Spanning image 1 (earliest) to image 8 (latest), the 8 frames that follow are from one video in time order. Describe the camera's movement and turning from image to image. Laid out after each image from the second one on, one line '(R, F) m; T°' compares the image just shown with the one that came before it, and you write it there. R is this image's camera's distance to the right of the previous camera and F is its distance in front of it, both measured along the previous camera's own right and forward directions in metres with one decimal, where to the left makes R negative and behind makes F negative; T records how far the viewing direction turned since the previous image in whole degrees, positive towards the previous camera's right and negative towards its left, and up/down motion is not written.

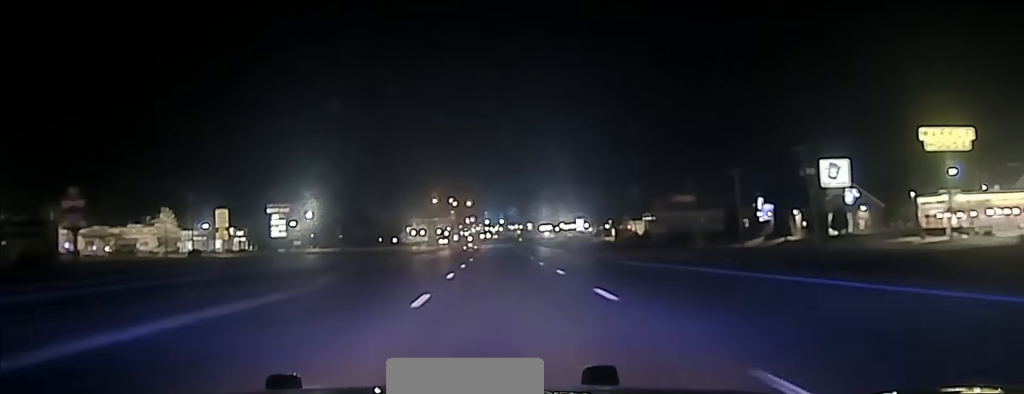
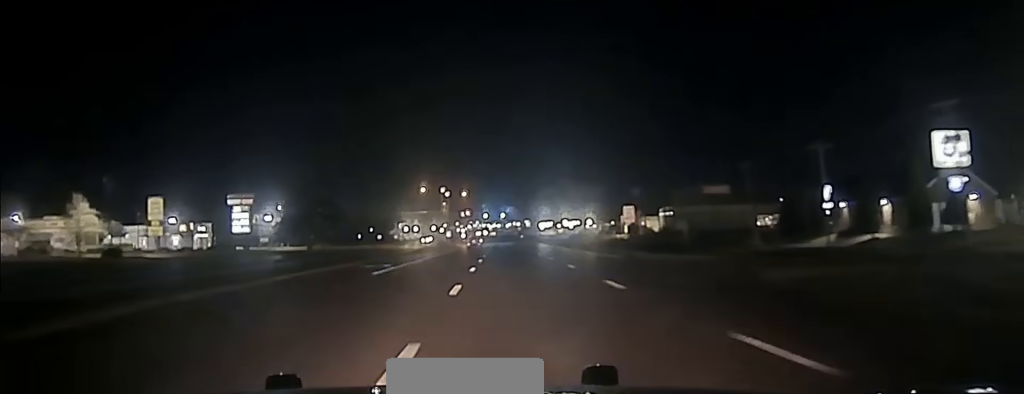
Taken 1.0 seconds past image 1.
(0.0, +33.7) m; 0°
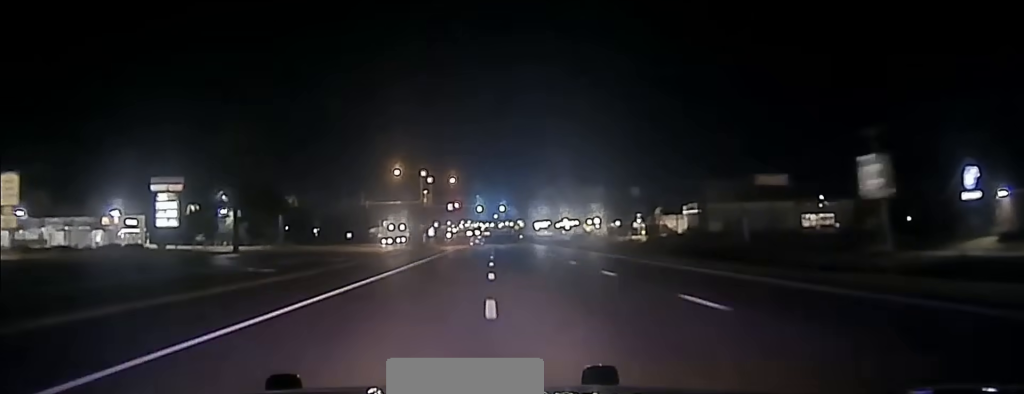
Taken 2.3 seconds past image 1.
(+0.2, +43.1) m; 0°
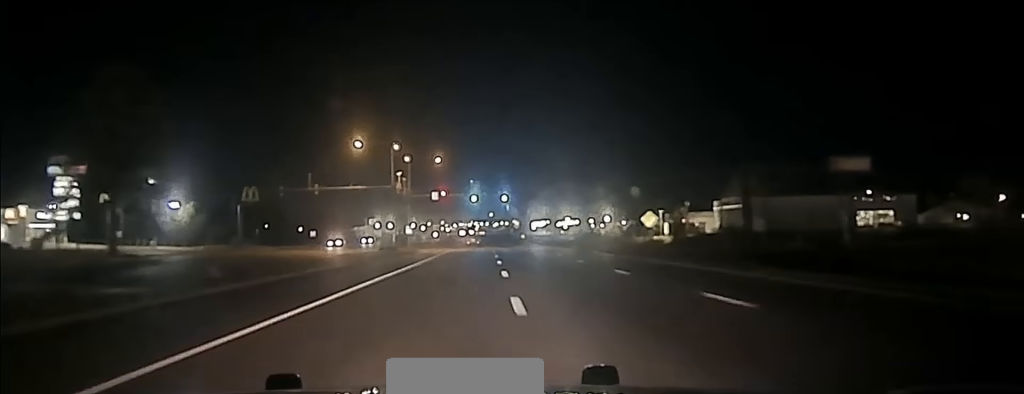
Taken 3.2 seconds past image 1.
(0.0, +36.7) m; 0°
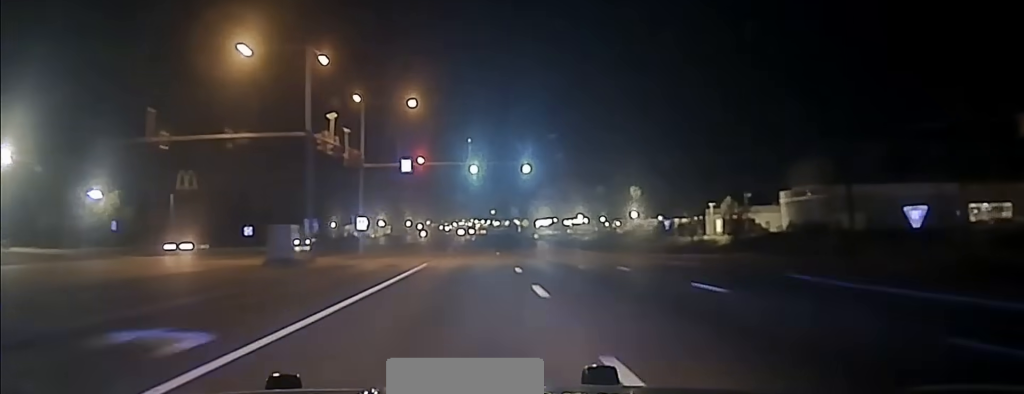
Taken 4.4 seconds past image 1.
(+0.2, +45.4) m; 0°
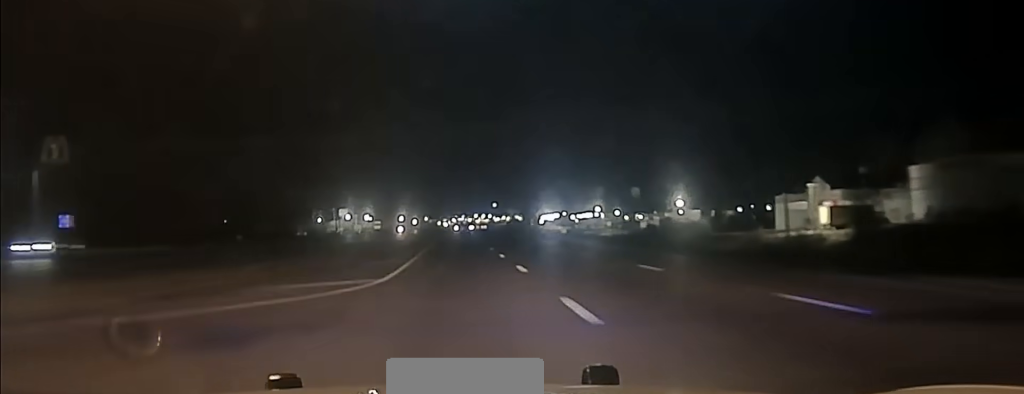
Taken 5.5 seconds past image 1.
(-0.2, +50.9) m; 0°
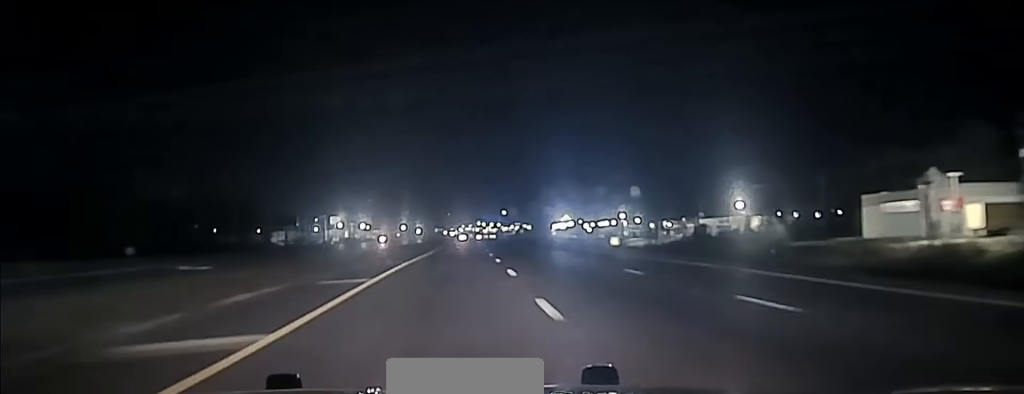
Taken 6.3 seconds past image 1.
(0.0, +34.4) m; 0°
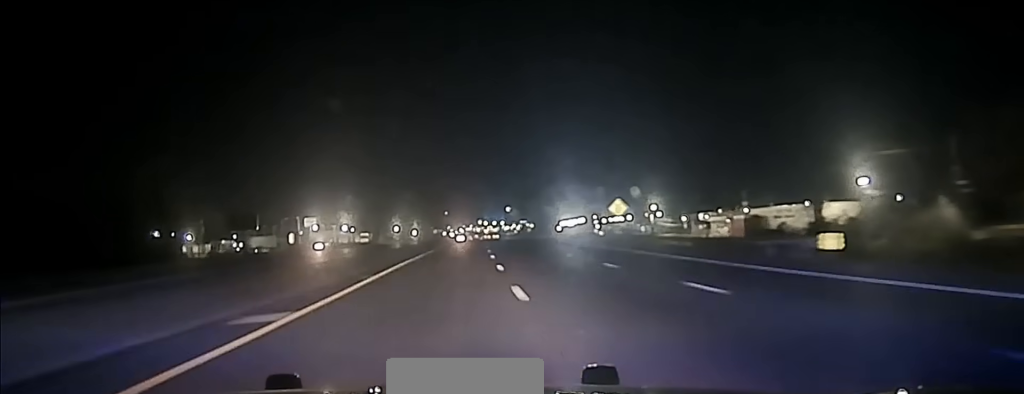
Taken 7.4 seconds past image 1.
(-0.1, +46.4) m; 0°
